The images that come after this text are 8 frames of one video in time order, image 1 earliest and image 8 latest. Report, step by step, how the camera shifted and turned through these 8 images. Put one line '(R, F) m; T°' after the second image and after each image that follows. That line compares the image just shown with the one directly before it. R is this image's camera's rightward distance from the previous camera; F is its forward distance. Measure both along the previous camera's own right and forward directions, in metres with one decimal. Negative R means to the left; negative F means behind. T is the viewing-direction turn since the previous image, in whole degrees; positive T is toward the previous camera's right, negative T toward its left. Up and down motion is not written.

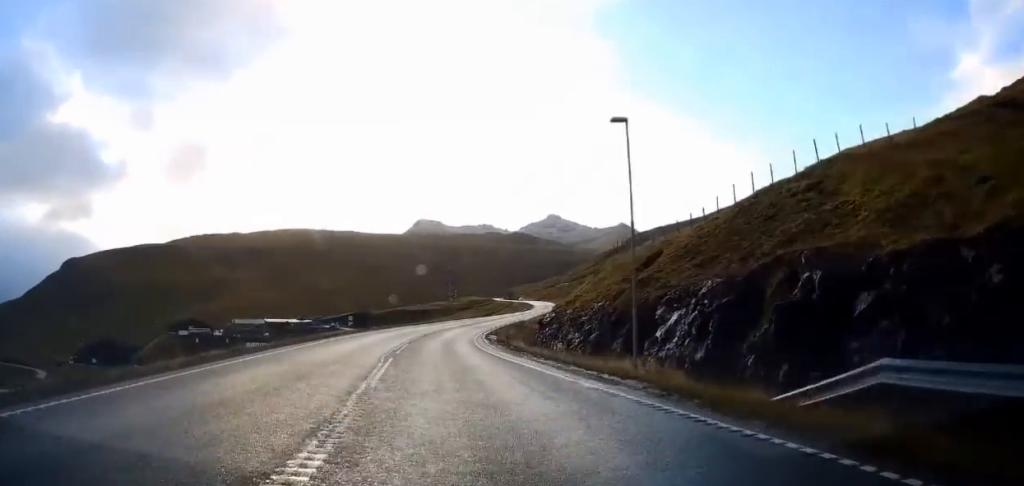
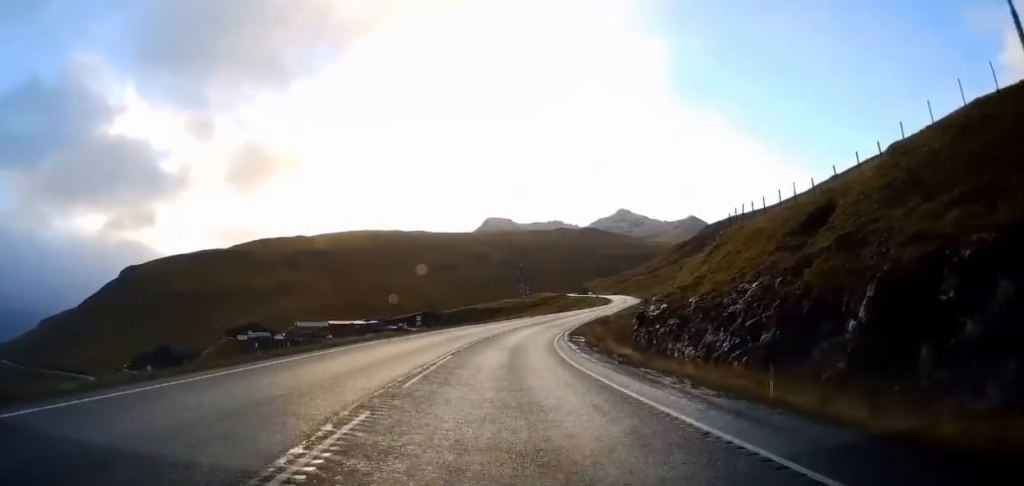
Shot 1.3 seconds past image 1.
(-1.4, +12.2) m; -9°
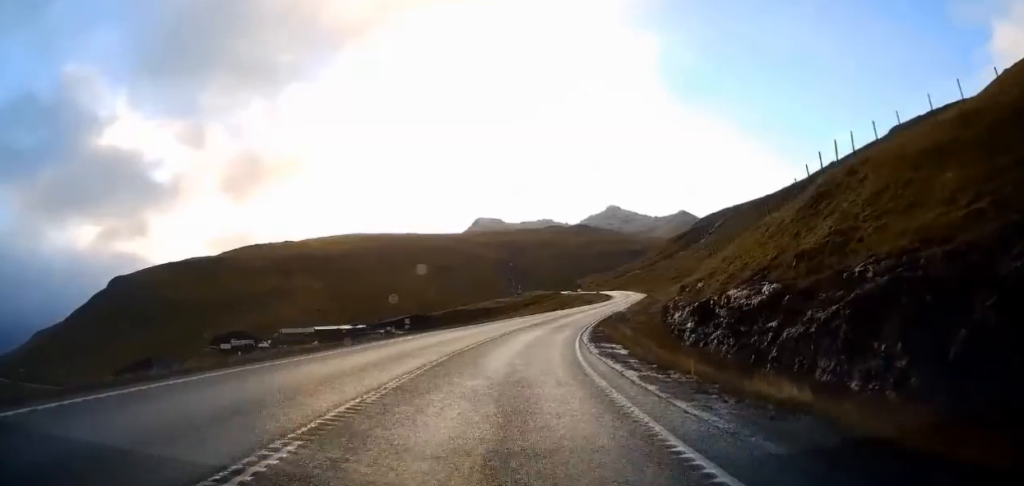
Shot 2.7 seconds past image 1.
(-0.7, +14.3) m; -3°
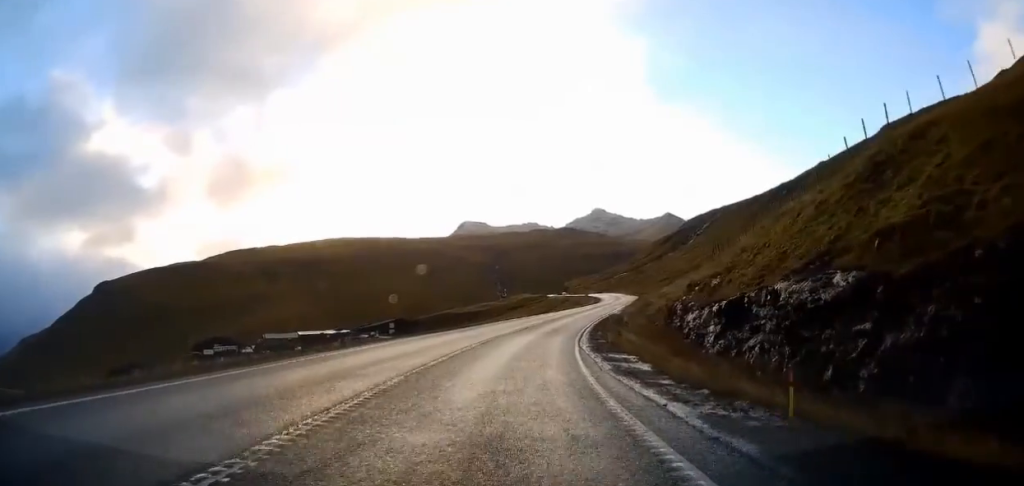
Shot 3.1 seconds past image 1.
(-0.1, +5.1) m; 0°
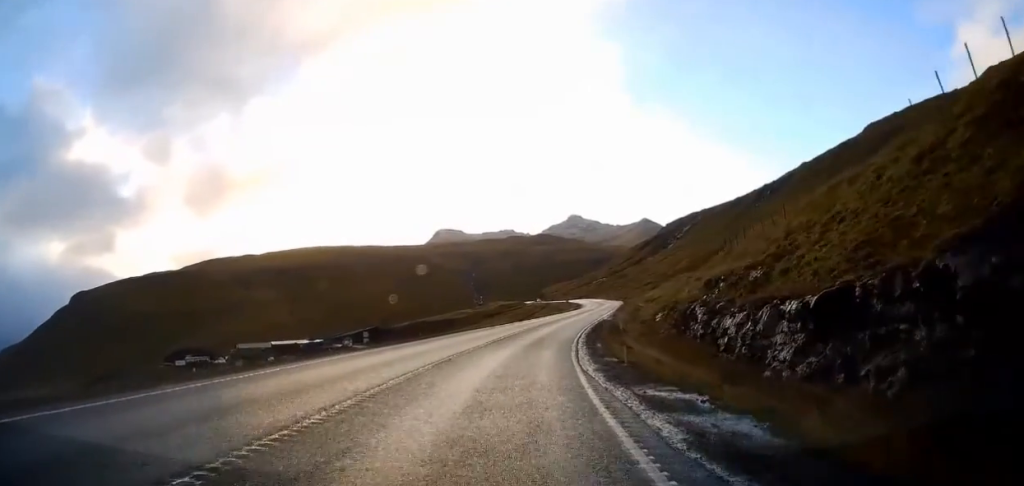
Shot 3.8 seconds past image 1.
(+0.2, +8.1) m; +3°
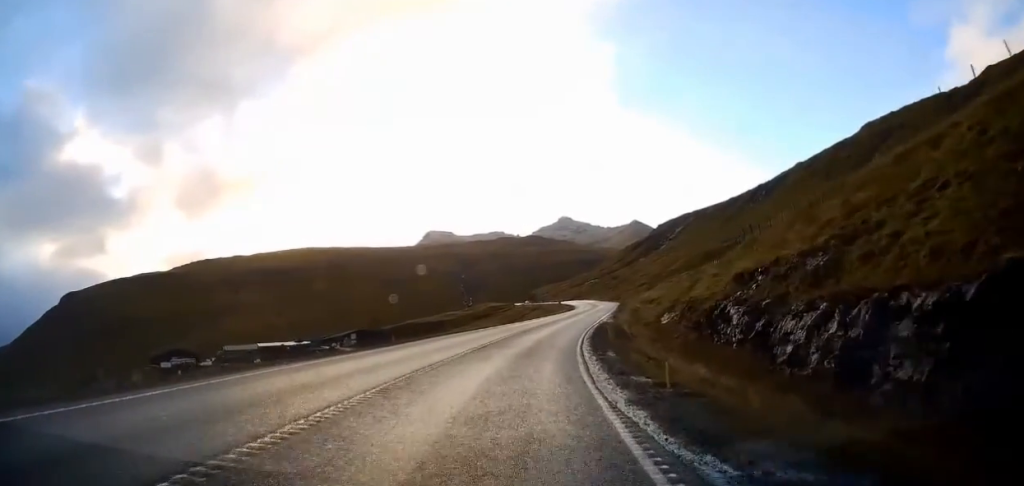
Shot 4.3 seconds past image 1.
(+0.1, +5.6) m; +2°
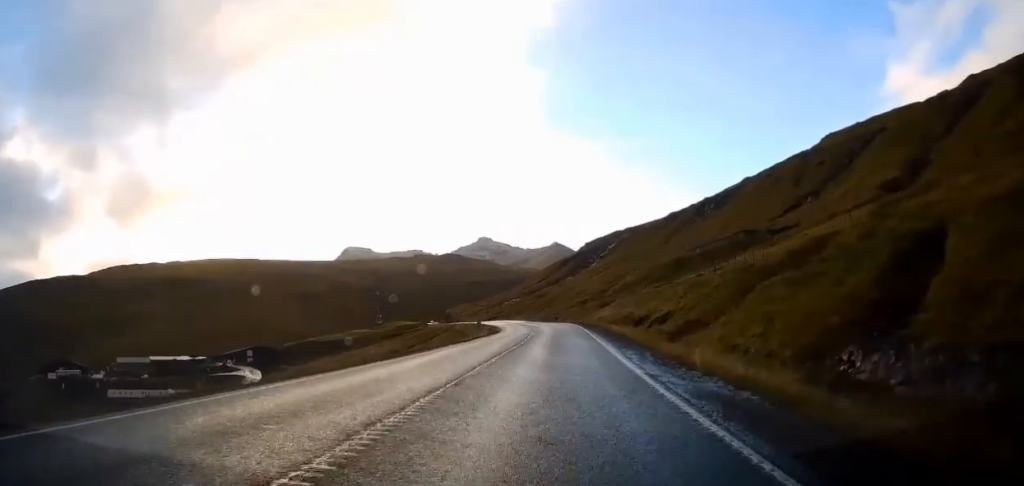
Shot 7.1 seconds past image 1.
(+2.5, +35.9) m; +7°
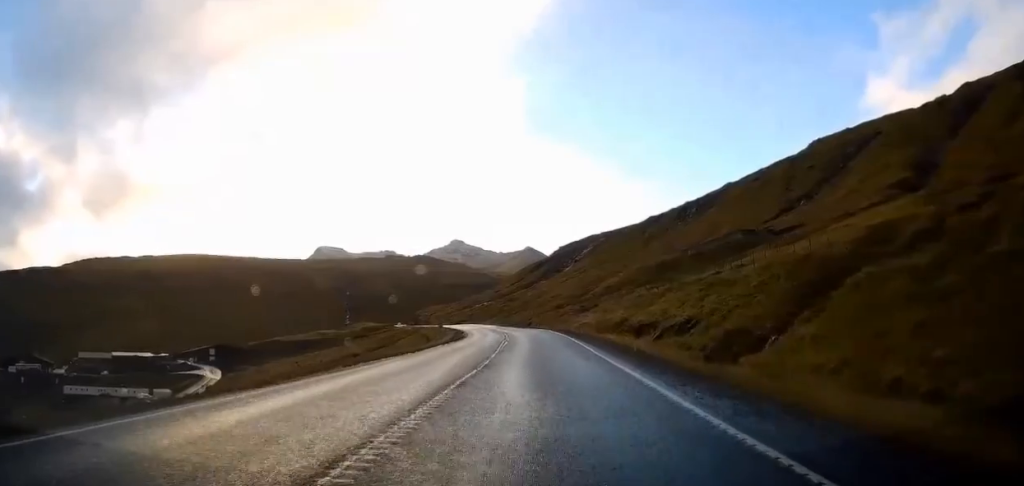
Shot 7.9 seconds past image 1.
(+0.3, +11.1) m; +3°
